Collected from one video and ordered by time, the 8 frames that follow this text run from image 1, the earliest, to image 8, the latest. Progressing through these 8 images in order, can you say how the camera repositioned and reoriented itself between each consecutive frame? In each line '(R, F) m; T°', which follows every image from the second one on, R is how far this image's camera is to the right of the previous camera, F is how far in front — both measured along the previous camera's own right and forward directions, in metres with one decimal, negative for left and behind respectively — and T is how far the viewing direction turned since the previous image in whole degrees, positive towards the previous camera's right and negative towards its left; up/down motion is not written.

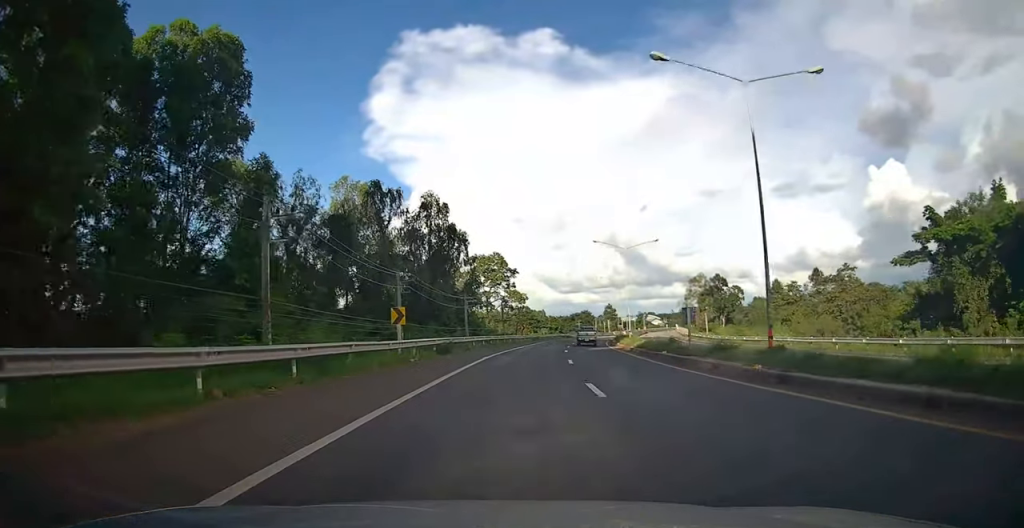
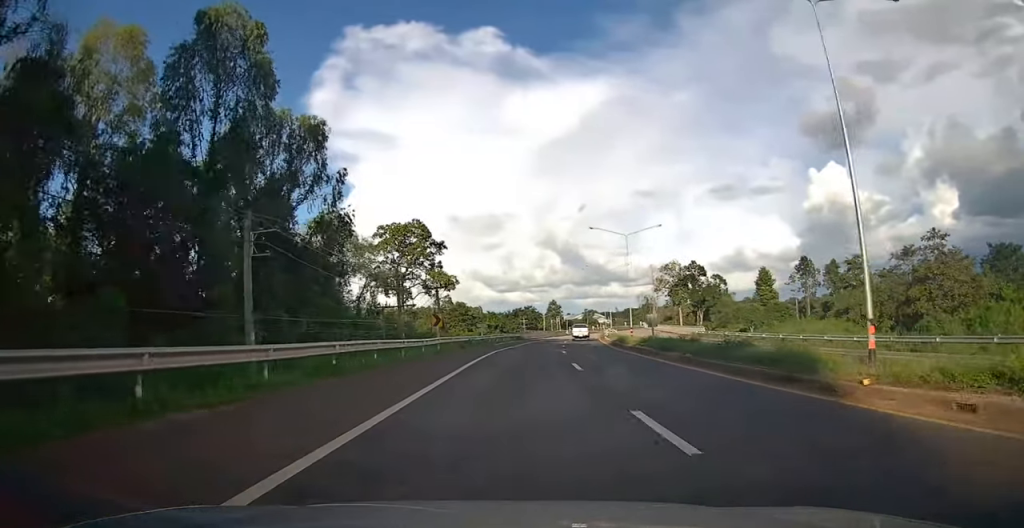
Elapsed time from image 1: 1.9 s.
(+2.8, +42.7) m; +7°
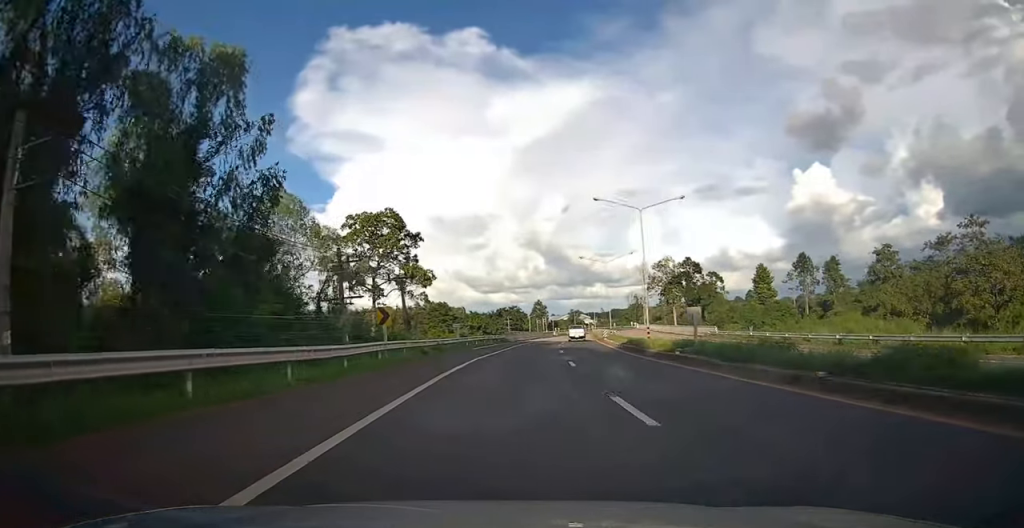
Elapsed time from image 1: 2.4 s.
(+0.1, +10.7) m; +1°
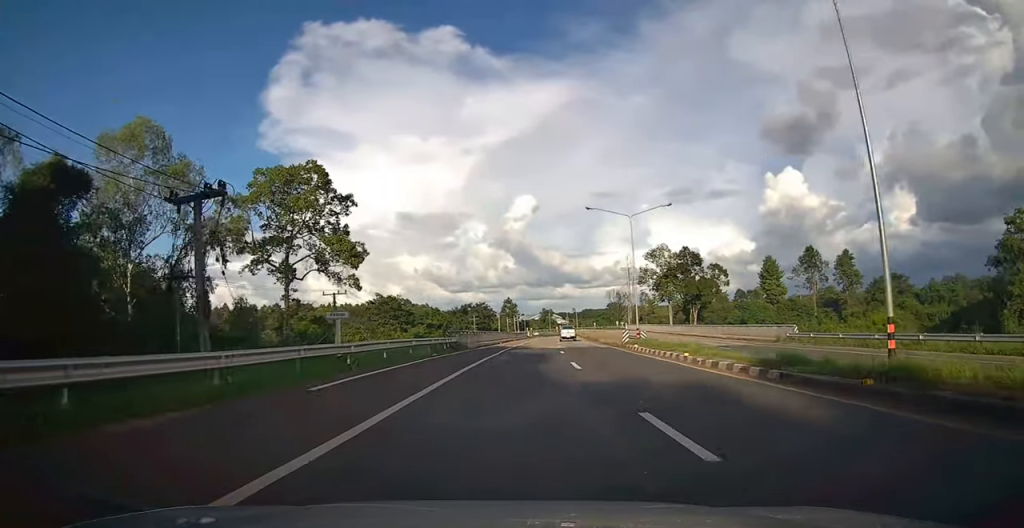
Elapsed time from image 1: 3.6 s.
(+0.7, +26.4) m; +3°
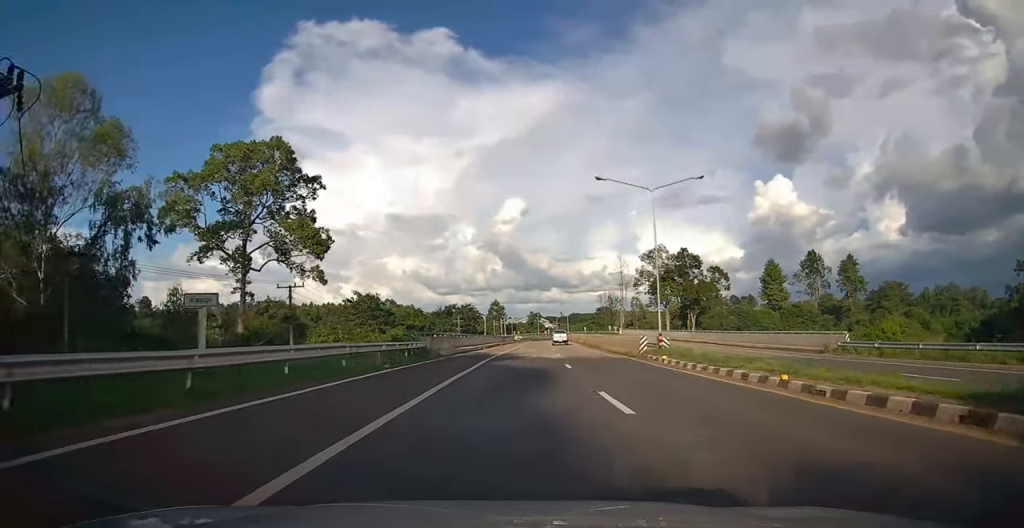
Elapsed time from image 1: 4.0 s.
(0.0, +8.8) m; +1°
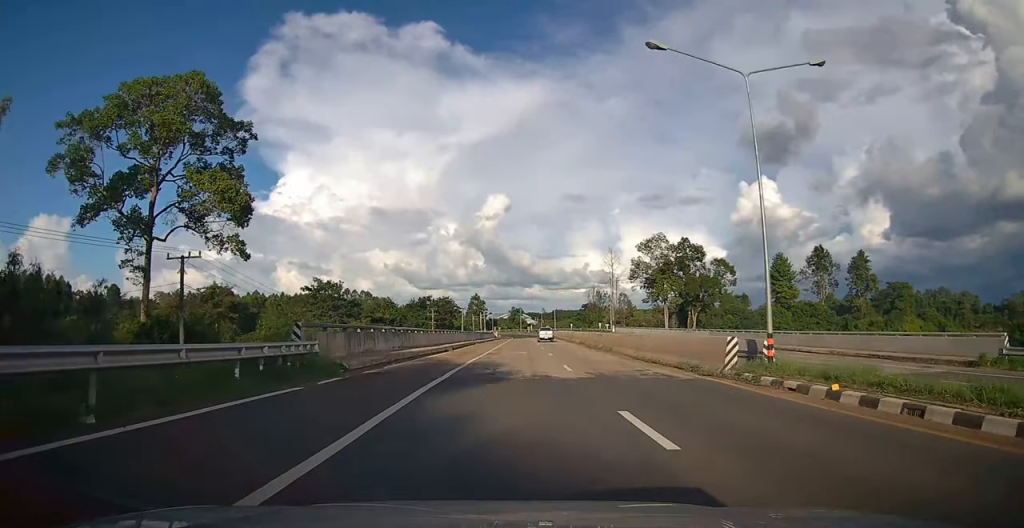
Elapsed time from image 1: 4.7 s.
(+0.2, +14.5) m; +1°
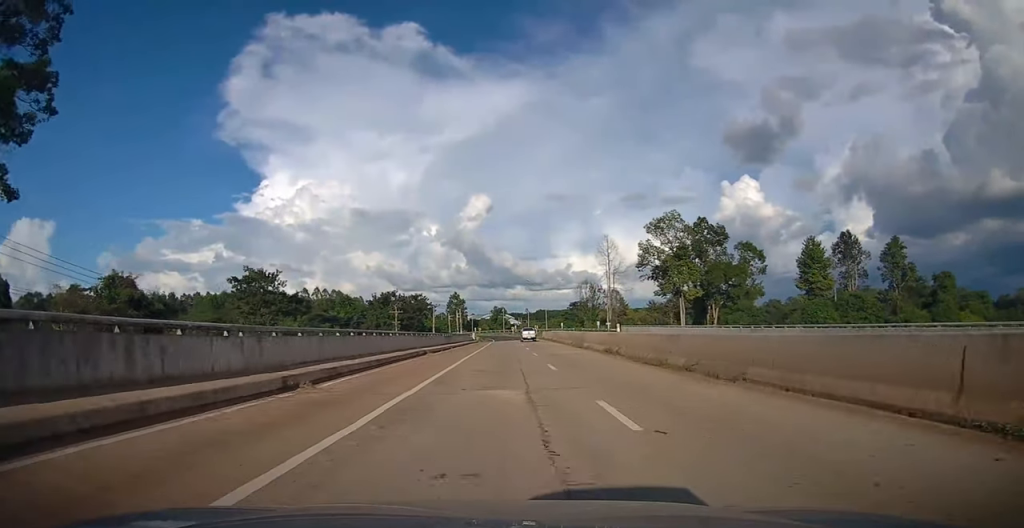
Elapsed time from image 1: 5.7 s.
(+0.1, +22.8) m; +1°
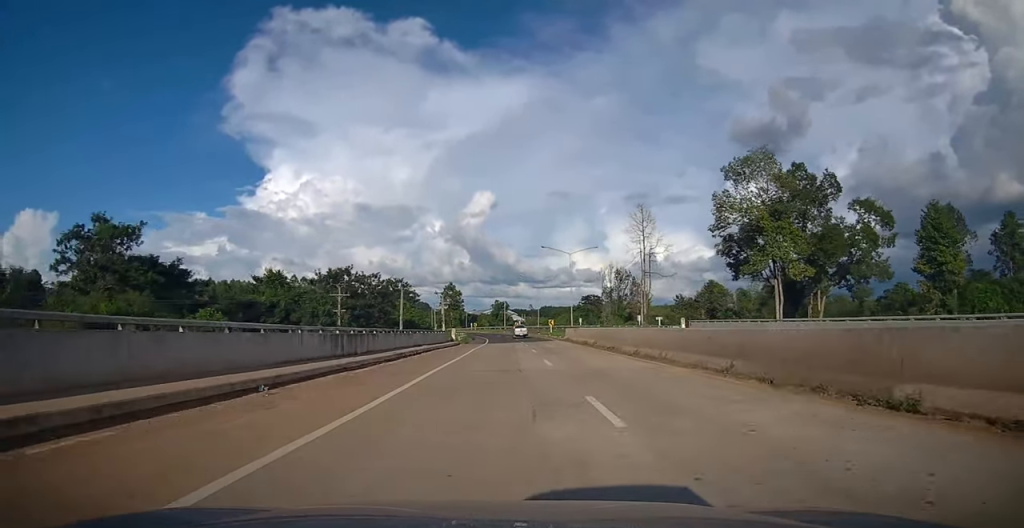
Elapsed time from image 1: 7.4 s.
(+0.4, +35.9) m; 0°
